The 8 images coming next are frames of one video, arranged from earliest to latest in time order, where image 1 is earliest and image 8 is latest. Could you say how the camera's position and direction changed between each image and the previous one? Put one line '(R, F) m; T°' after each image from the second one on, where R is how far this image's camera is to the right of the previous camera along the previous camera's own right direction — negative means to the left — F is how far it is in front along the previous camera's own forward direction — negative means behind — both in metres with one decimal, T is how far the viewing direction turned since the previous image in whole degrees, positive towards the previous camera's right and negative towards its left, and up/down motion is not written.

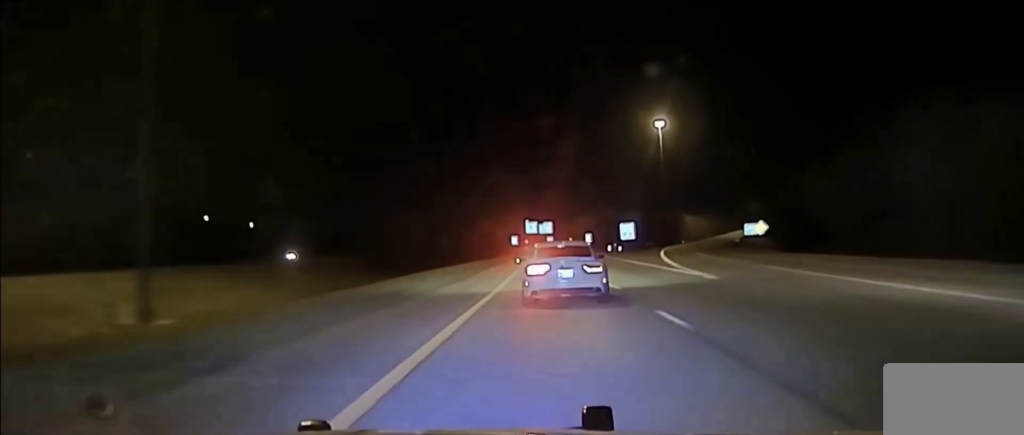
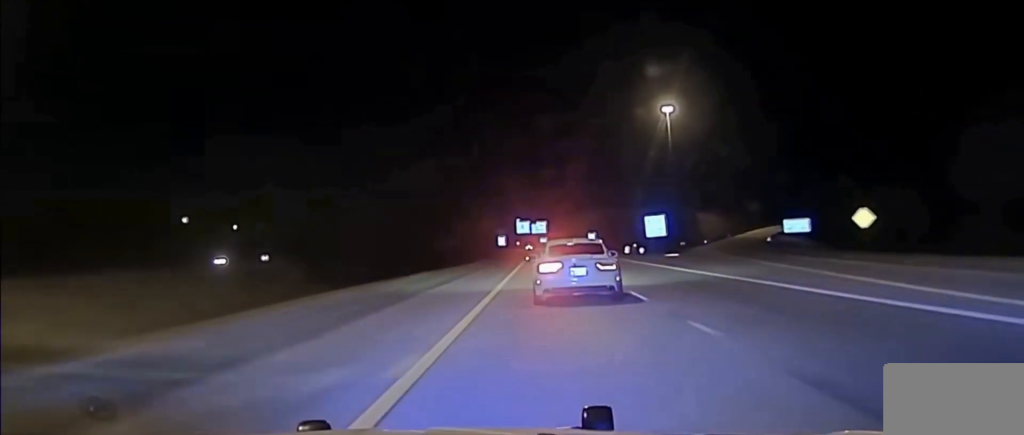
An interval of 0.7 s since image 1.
(+0.1, +44.3) m; 0°
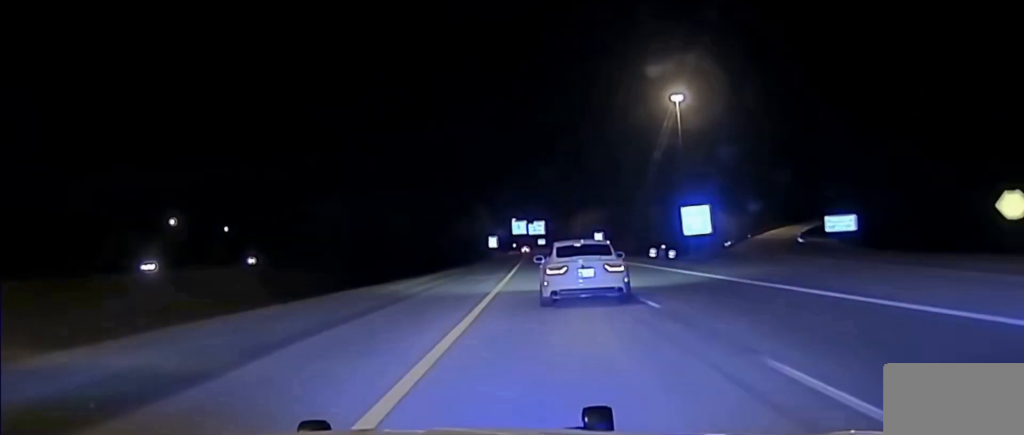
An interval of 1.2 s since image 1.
(0.0, +28.3) m; 0°
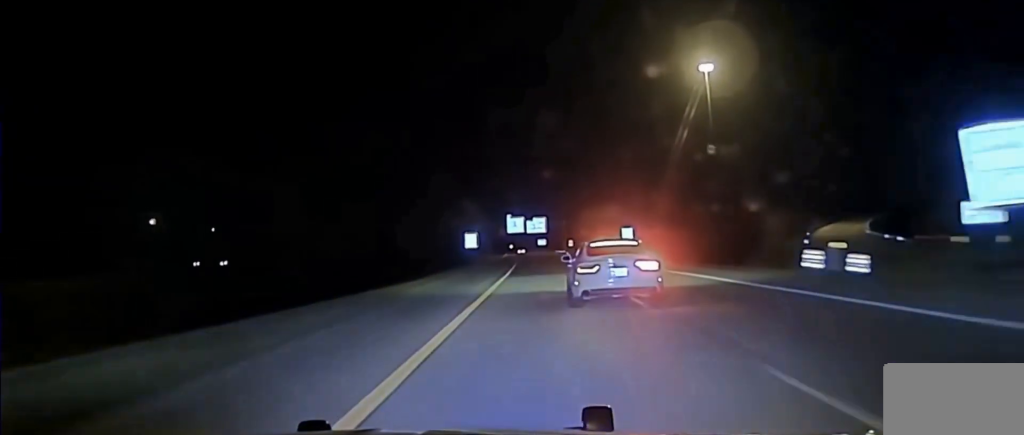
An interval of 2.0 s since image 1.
(+0.1, +45.9) m; 0°
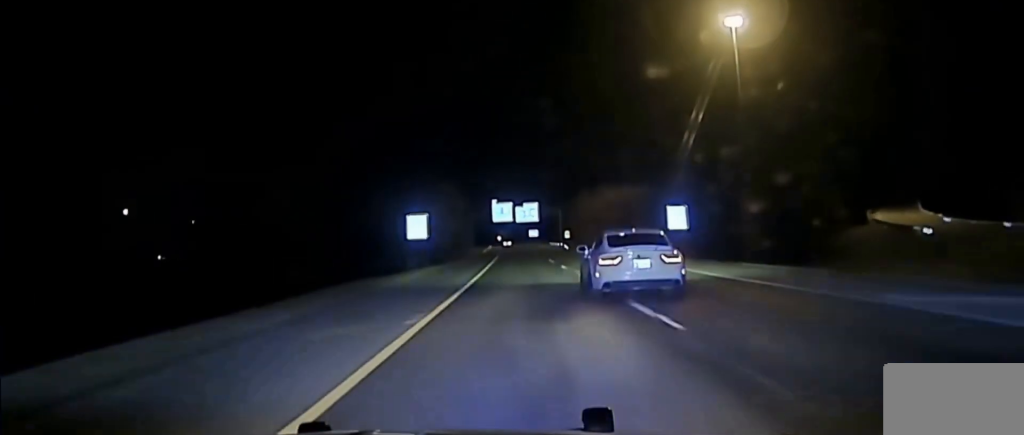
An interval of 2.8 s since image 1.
(+0.2, +39.9) m; 0°
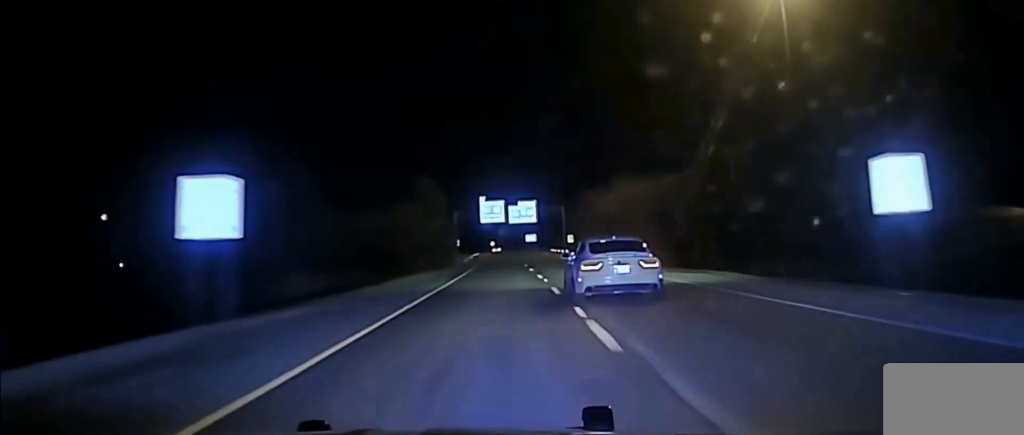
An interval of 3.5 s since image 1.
(+0.2, +38.6) m; 0°
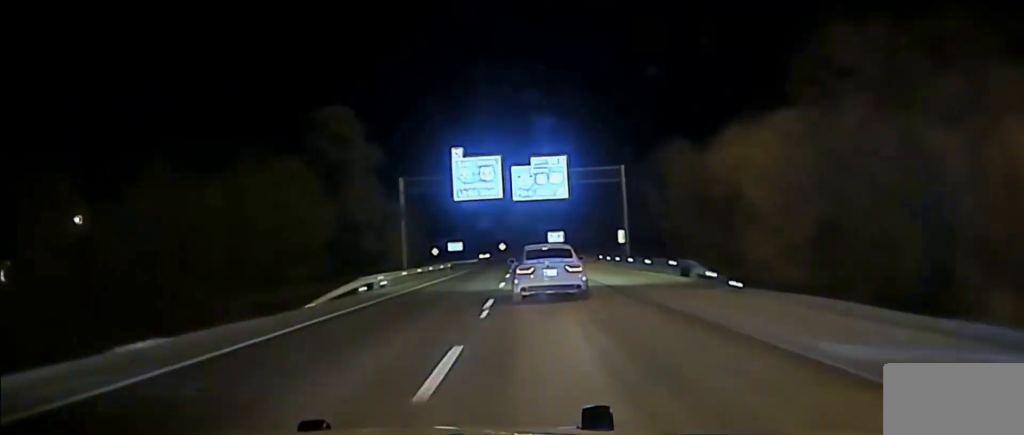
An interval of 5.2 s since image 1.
(-0.2, +85.6) m; -1°
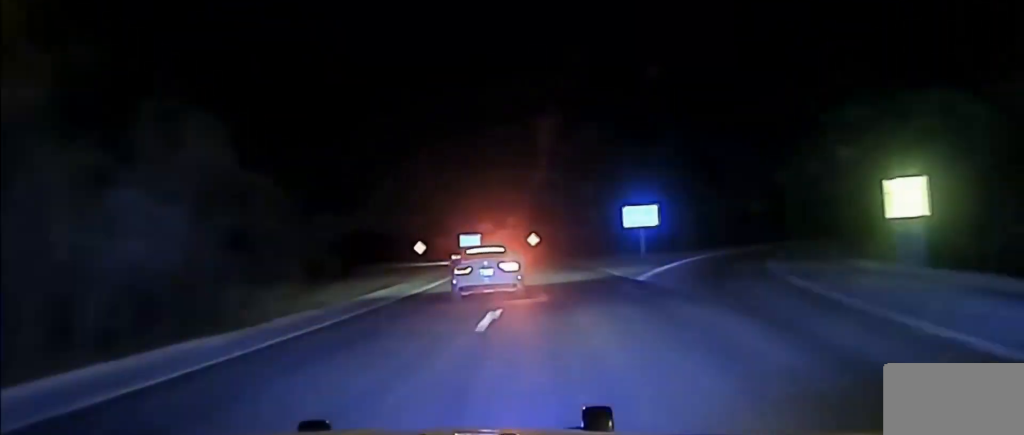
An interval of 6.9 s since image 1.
(-2.2, +93.0) m; -3°
